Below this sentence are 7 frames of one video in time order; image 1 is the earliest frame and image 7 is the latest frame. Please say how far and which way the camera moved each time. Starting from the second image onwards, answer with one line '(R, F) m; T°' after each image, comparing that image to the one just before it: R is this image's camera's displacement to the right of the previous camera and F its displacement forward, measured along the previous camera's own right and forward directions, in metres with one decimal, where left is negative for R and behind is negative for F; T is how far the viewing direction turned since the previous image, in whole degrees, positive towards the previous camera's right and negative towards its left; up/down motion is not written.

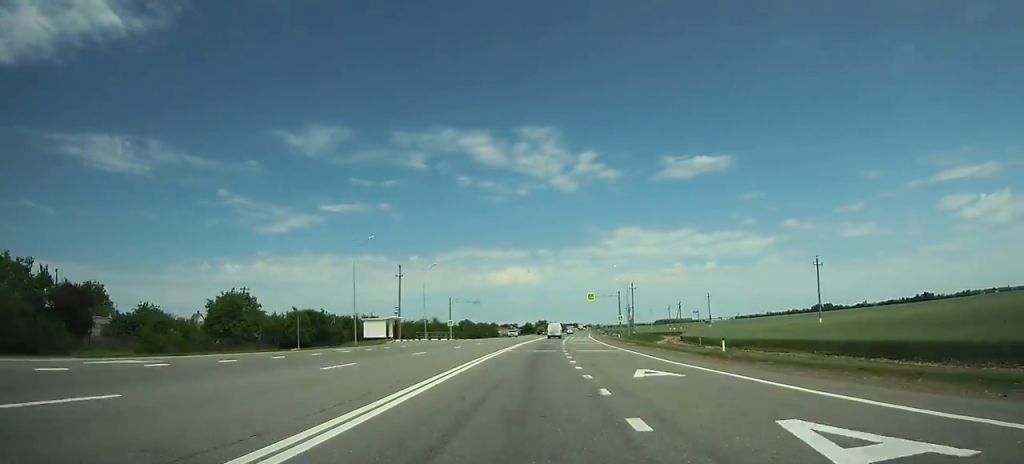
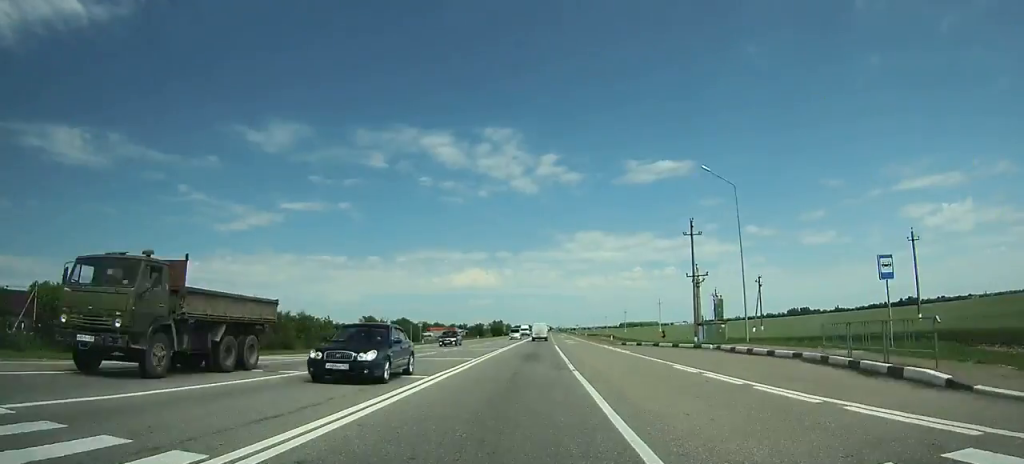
(+3.6, +90.4) m; +4°
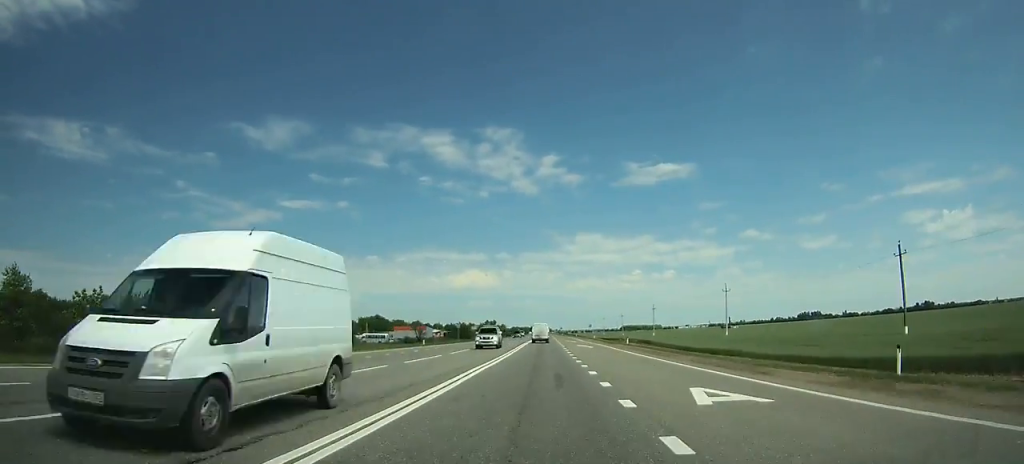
(+1.0, +63.0) m; +1°
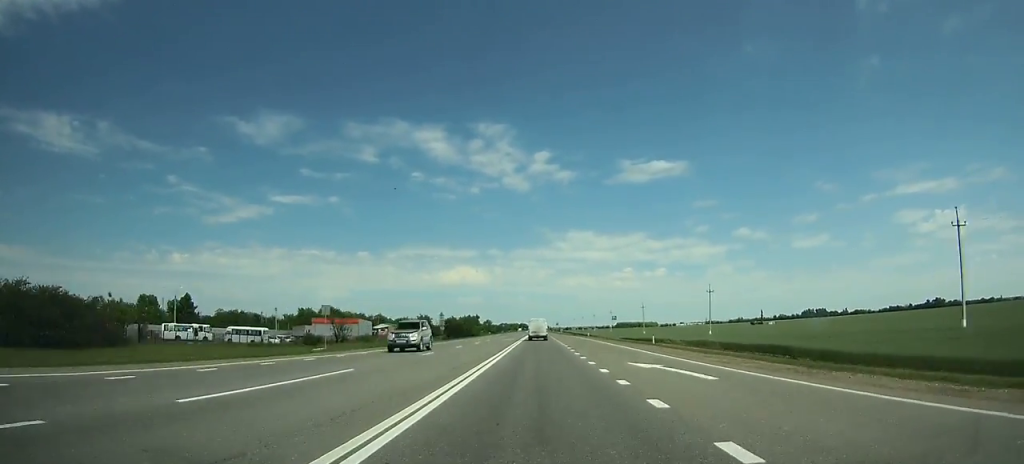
(+0.4, +63.7) m; 0°
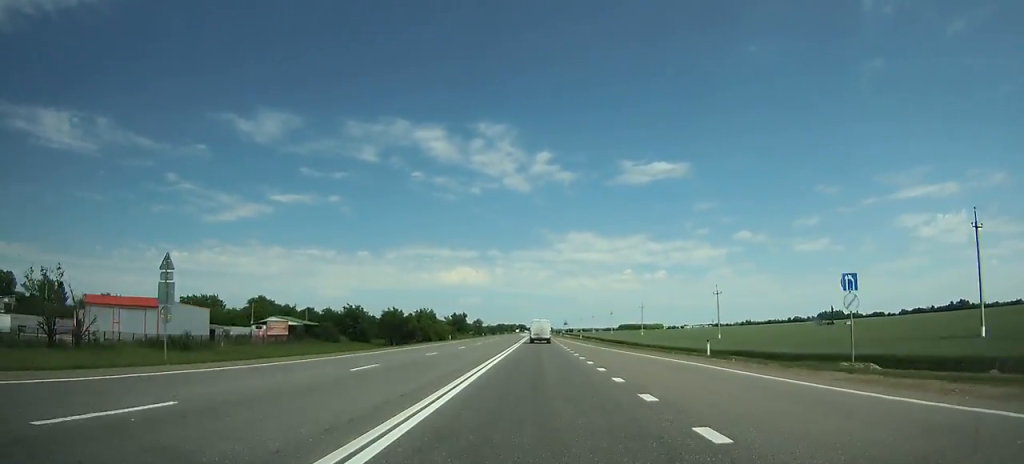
(+0.1, +71.2) m; 0°
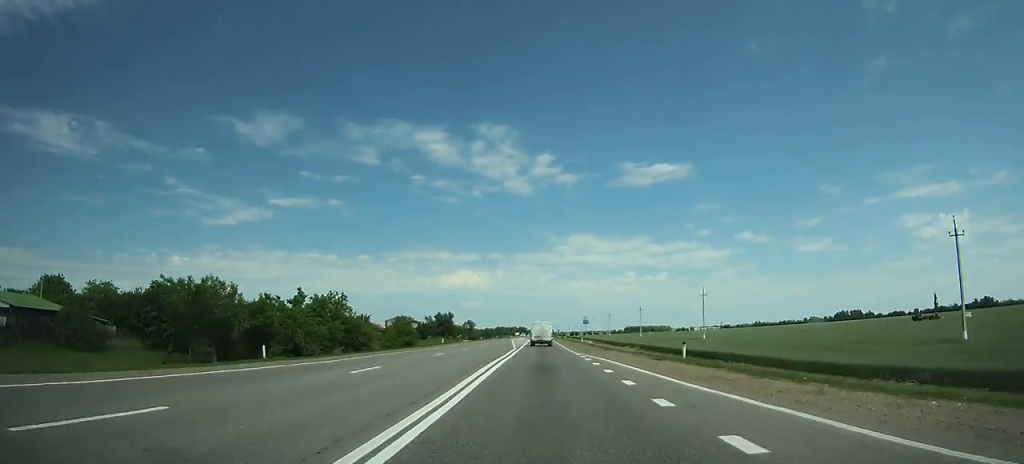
(-0.1, +58.9) m; 0°
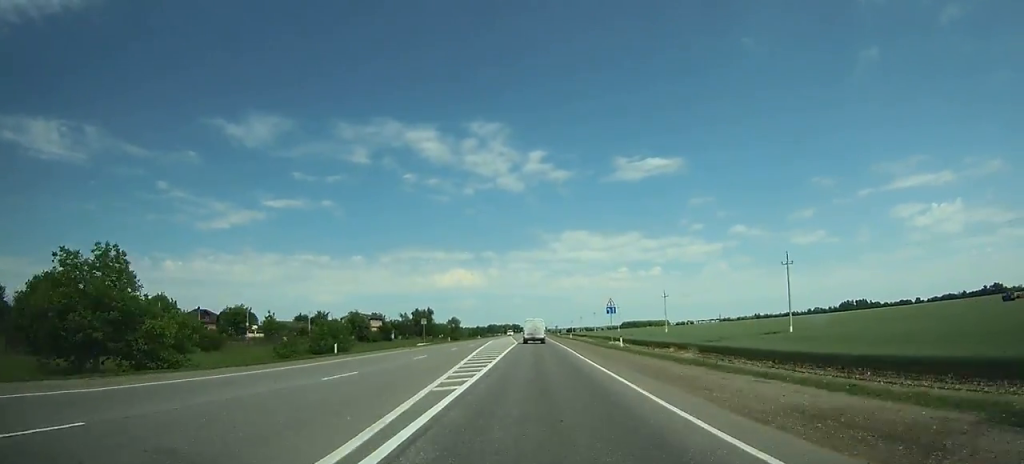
(0.0, +38.2) m; 0°
